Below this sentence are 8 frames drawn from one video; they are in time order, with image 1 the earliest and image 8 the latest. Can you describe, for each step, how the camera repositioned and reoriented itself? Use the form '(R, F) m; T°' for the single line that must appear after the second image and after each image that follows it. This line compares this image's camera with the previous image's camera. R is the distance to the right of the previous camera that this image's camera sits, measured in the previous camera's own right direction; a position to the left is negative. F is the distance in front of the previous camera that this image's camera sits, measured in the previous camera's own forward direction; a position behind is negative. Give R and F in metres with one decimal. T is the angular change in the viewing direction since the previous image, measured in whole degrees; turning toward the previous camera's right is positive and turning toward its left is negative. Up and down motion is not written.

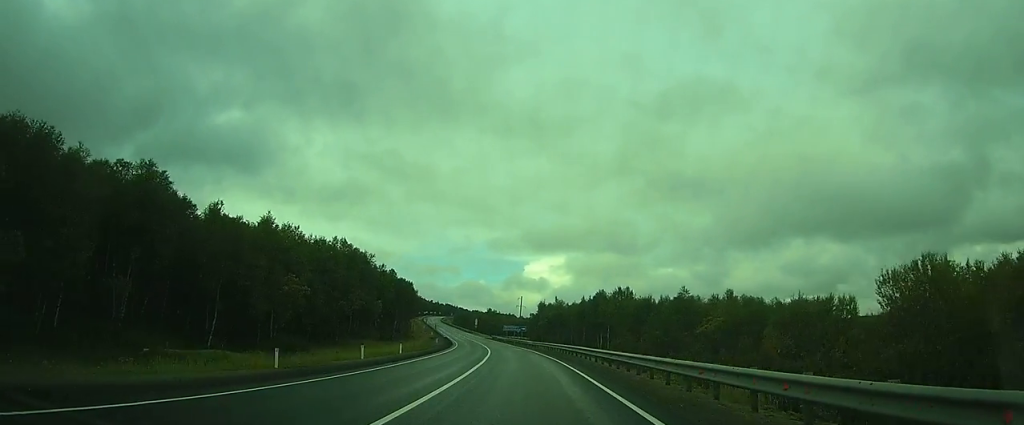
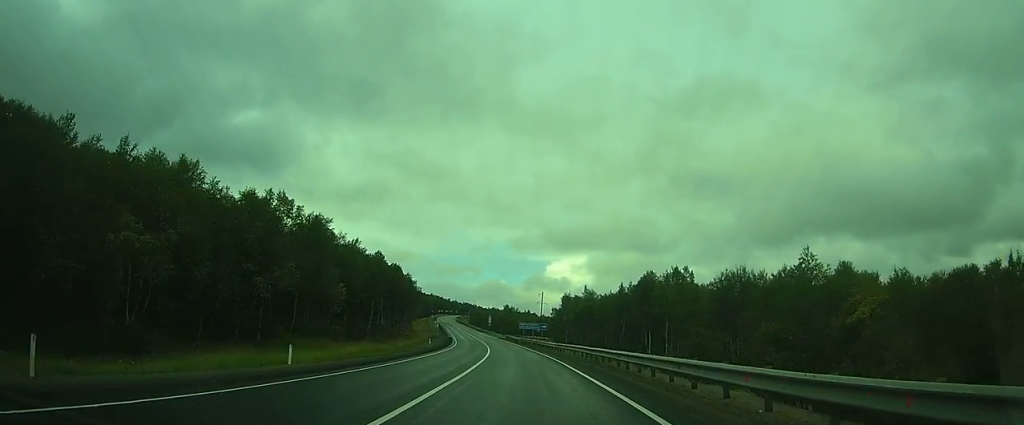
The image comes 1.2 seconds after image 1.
(-0.3, +23.2) m; -3°
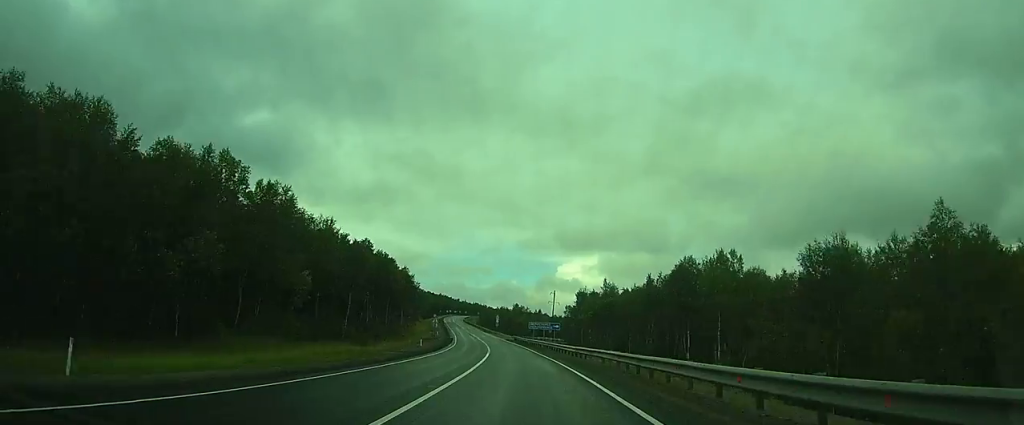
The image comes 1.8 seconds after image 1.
(-0.3, +12.1) m; -1°
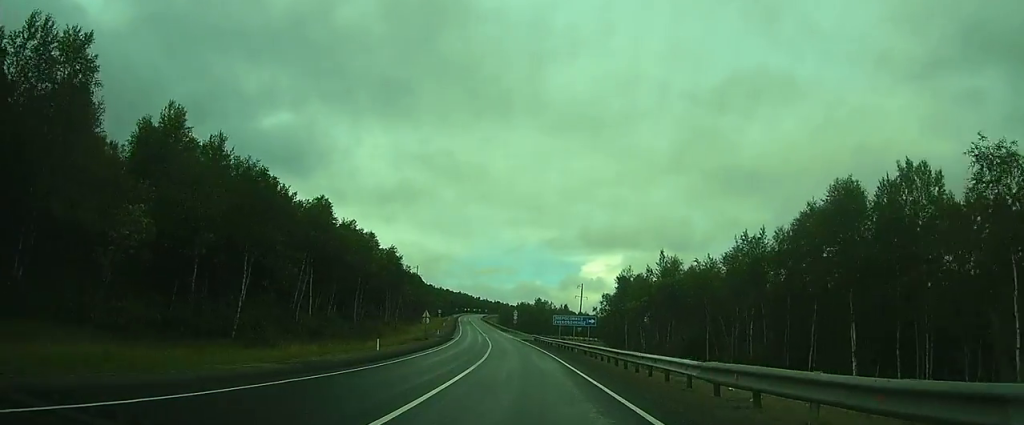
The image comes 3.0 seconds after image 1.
(-0.5, +24.6) m; -1°
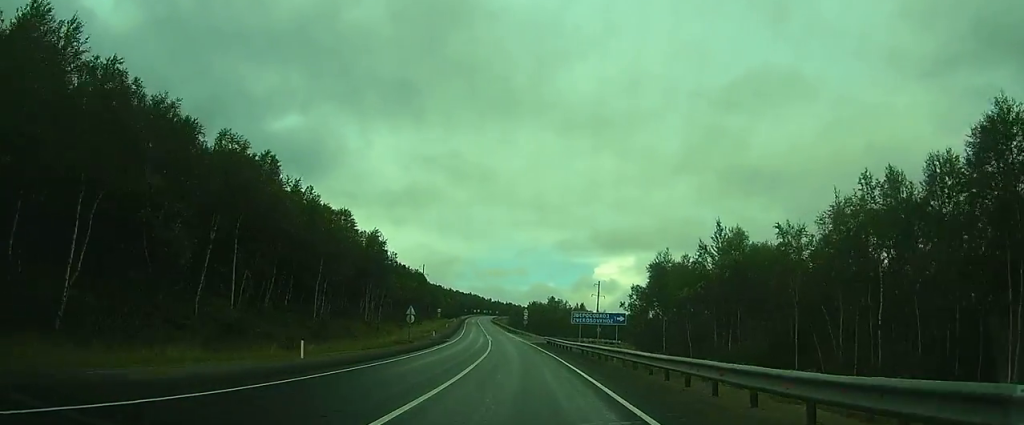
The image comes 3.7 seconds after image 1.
(0.0, +14.4) m; 0°
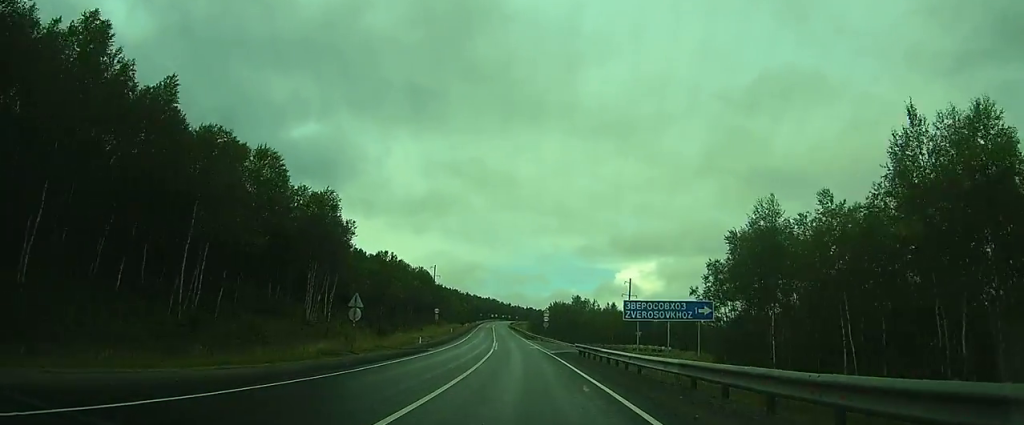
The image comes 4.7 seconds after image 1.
(-0.1, +21.4) m; -2°
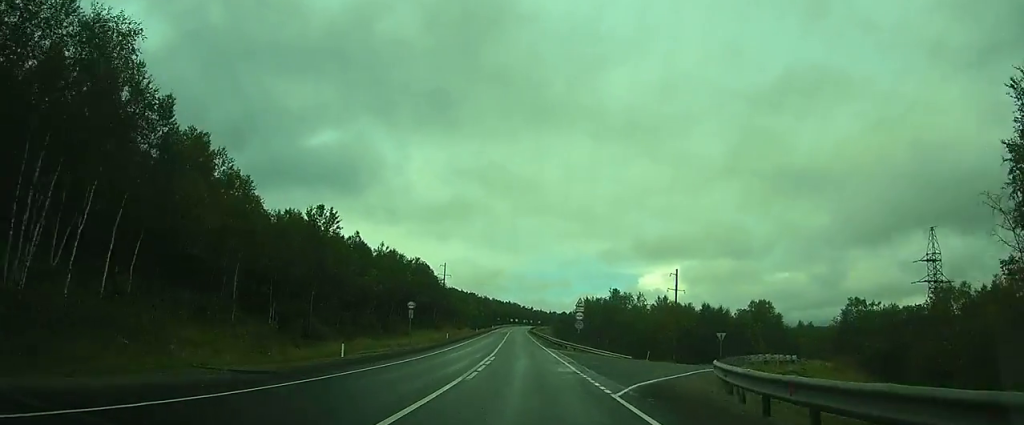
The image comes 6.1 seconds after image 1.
(-0.8, +28.0) m; -2°
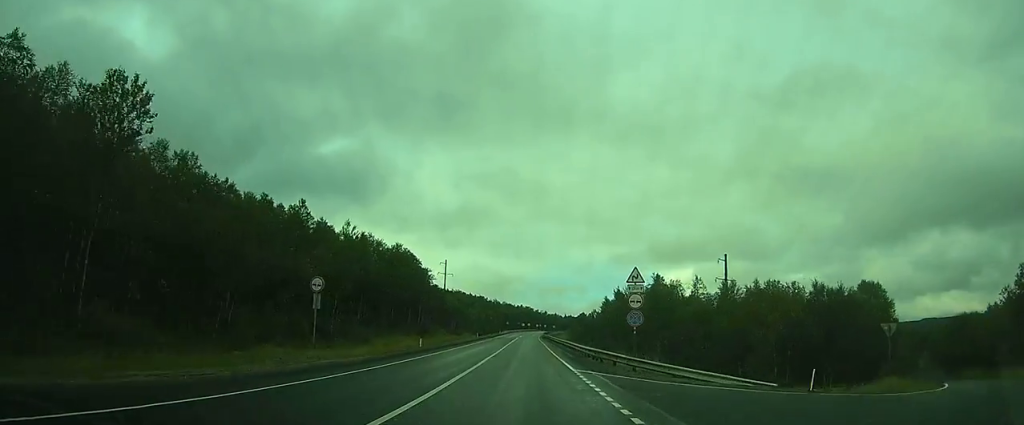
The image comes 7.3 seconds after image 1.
(+0.2, +24.4) m; 0°
